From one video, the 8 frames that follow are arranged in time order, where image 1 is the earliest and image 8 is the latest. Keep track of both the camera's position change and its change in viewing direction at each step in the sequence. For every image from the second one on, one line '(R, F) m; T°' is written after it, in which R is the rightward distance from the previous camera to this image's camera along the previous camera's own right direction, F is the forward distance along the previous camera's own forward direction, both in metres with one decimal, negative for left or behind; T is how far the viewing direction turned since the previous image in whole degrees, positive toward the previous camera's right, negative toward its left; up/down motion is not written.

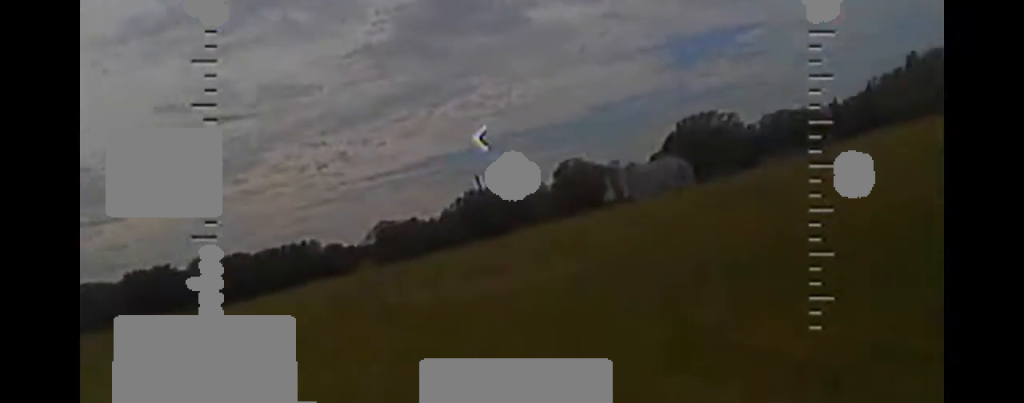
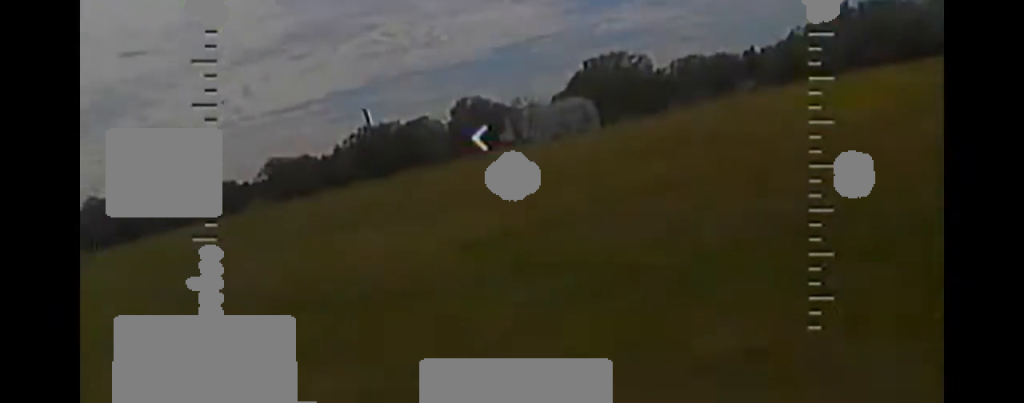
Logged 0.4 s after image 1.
(+0.2, +7.1) m; +1°
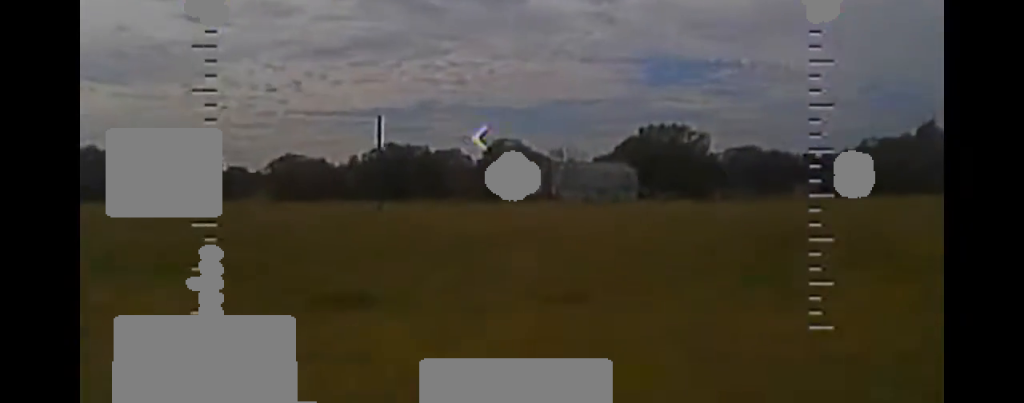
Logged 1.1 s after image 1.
(0.0, +11.5) m; 0°
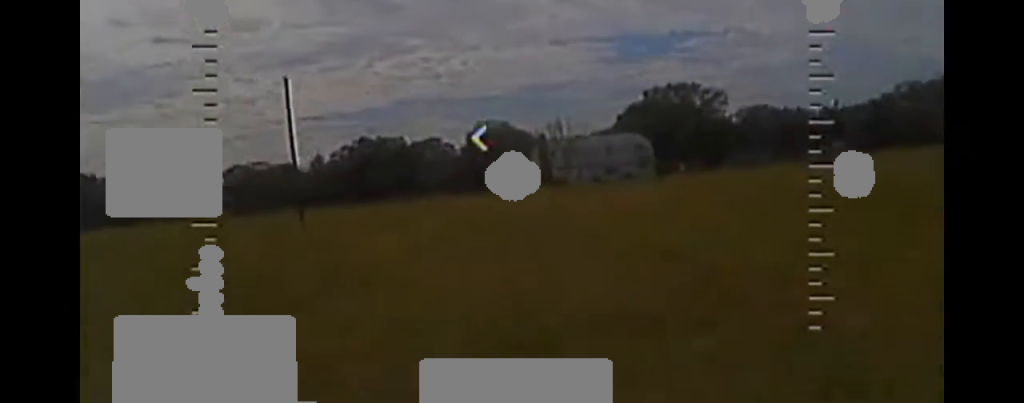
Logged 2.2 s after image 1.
(-0.1, +19.5) m; -2°
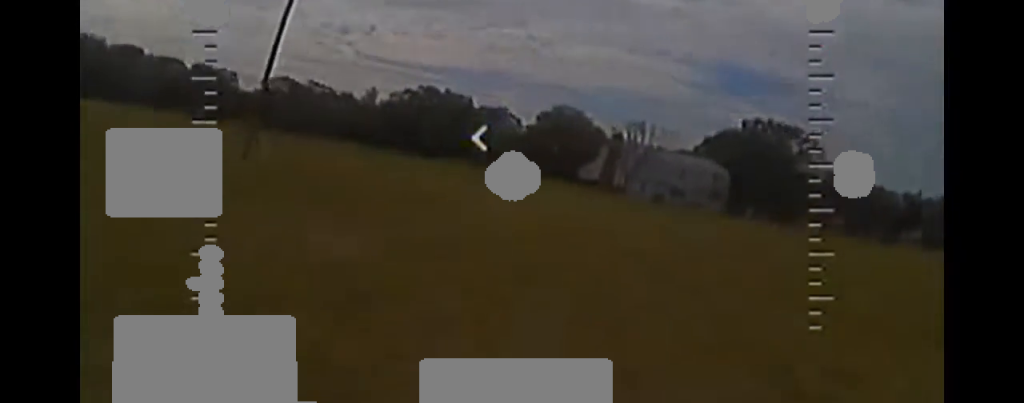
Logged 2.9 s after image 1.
(-0.2, +11.4) m; -4°
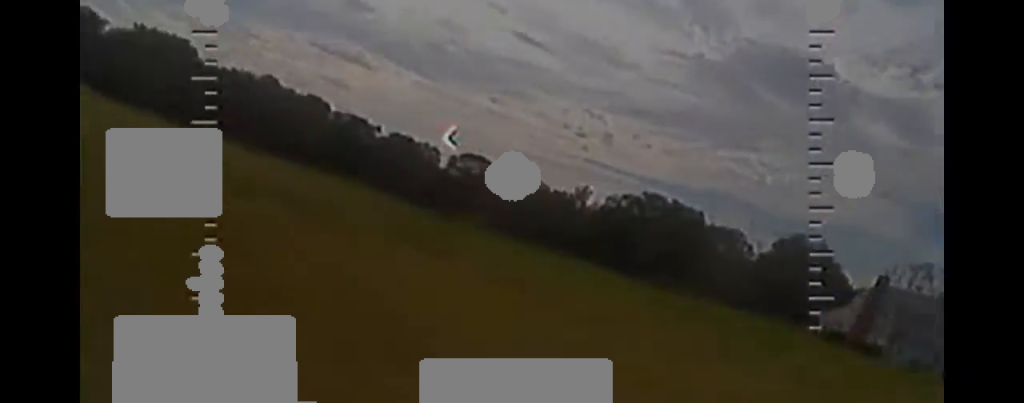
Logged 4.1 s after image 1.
(-2.2, +21.2) m; -10°
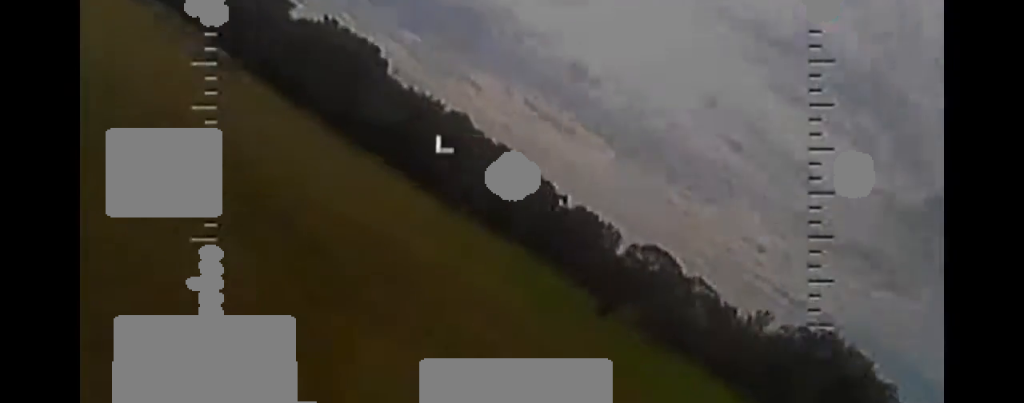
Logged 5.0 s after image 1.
(-0.6, +14.0) m; -7°
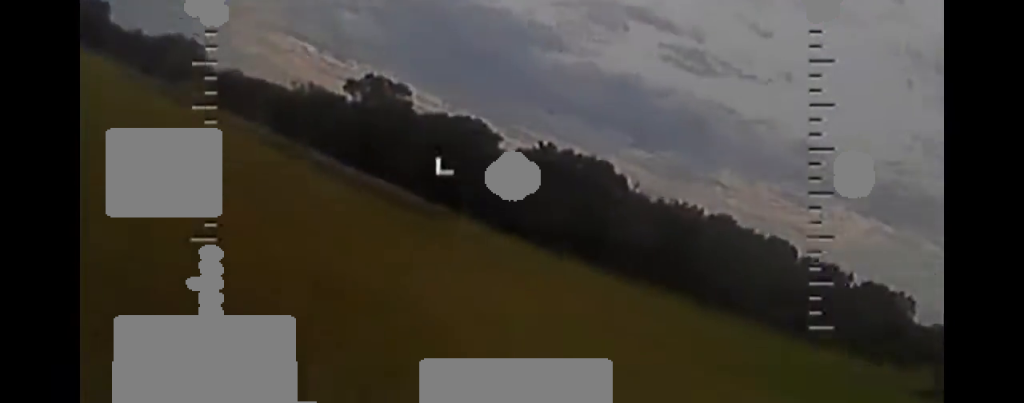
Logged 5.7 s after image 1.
(-0.2, +12.0) m; -11°
